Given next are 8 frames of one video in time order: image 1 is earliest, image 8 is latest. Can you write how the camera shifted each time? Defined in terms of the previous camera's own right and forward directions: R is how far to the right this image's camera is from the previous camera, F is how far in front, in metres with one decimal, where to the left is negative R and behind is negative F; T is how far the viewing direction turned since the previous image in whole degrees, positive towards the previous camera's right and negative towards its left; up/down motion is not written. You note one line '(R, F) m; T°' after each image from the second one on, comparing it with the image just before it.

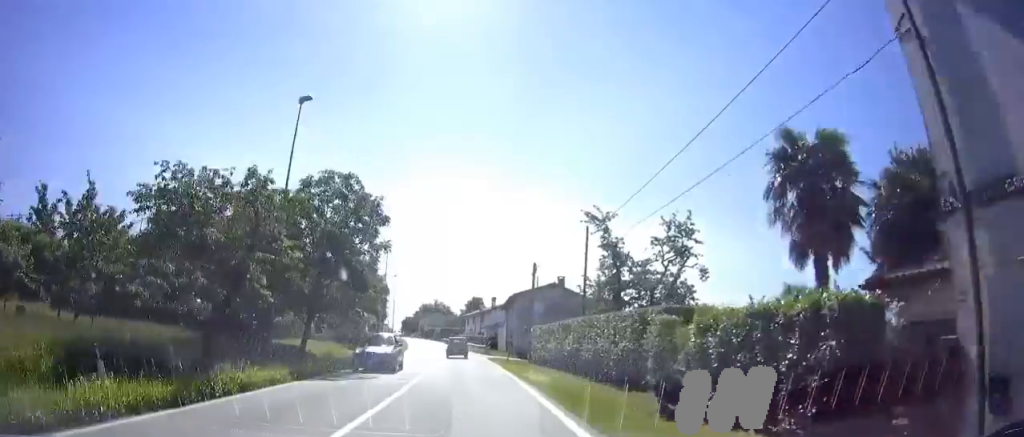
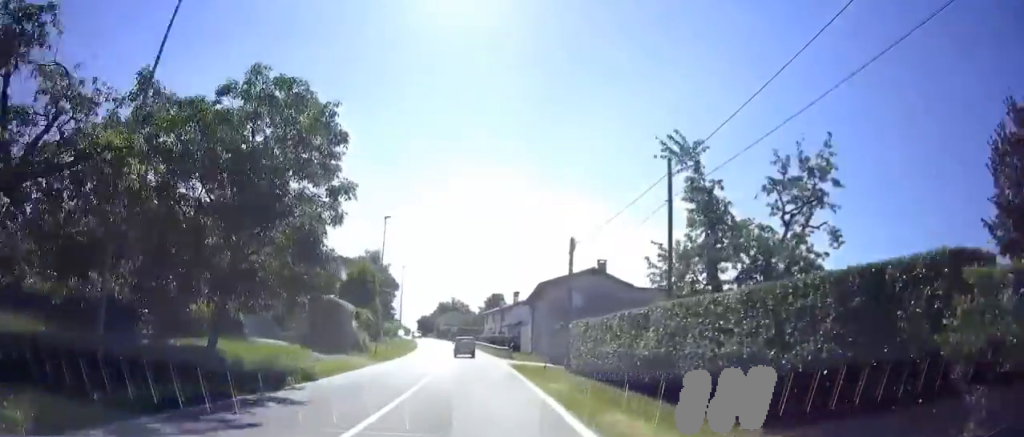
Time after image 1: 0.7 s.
(-0.5, +9.7) m; -3°
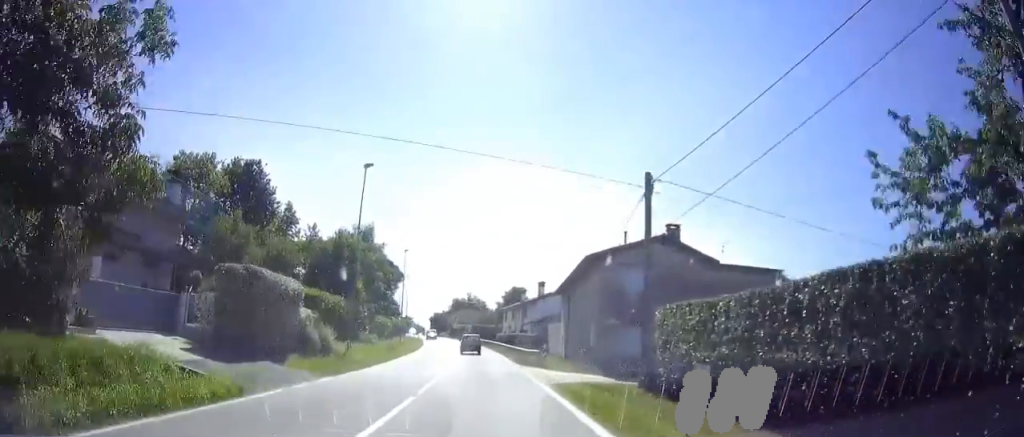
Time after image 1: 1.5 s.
(0.0, +11.8) m; 0°
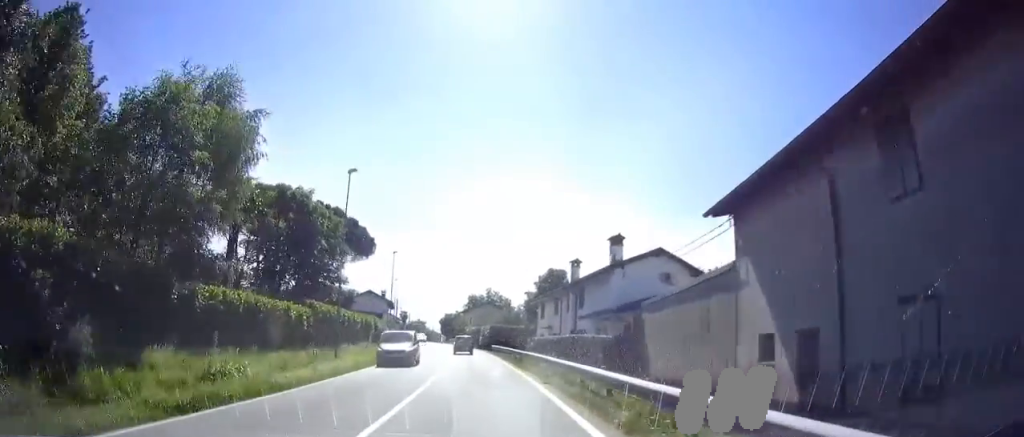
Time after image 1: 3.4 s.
(0.0, +28.9) m; 0°
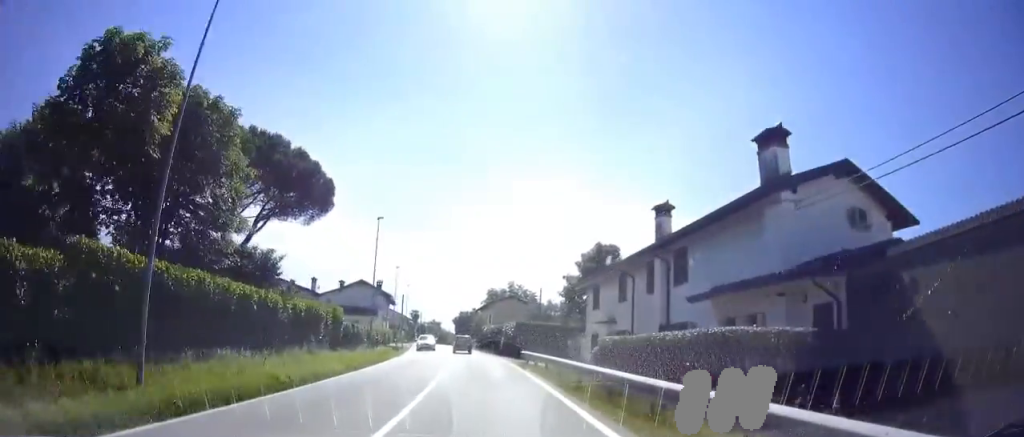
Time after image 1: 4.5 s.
(0.0, +17.2) m; 0°
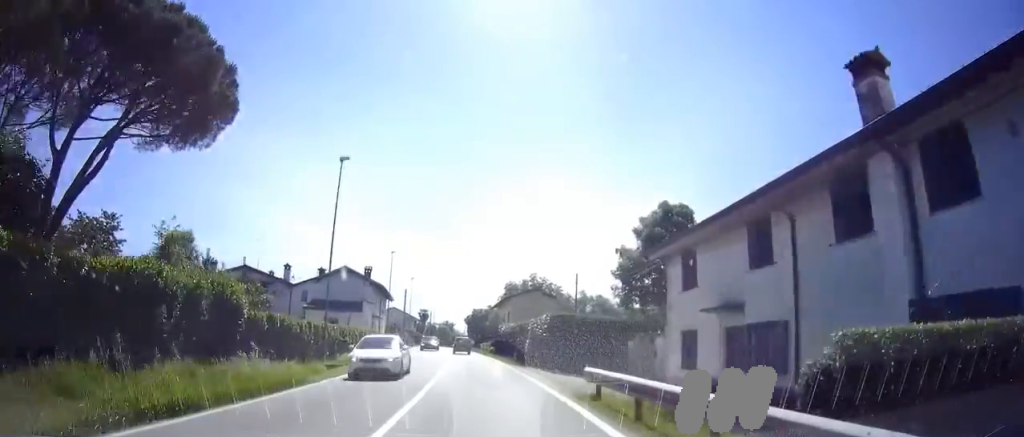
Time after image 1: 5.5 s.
(0.0, +14.3) m; 0°
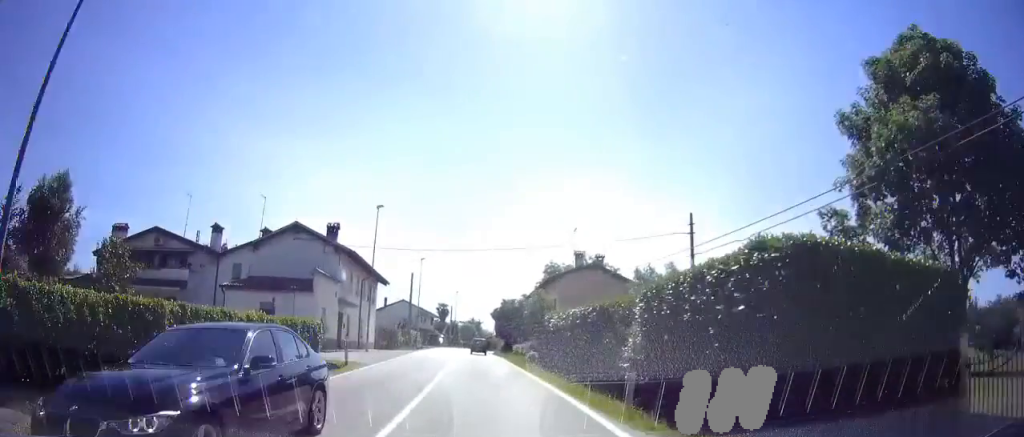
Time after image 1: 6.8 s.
(0.0, +20.5) m; 0°
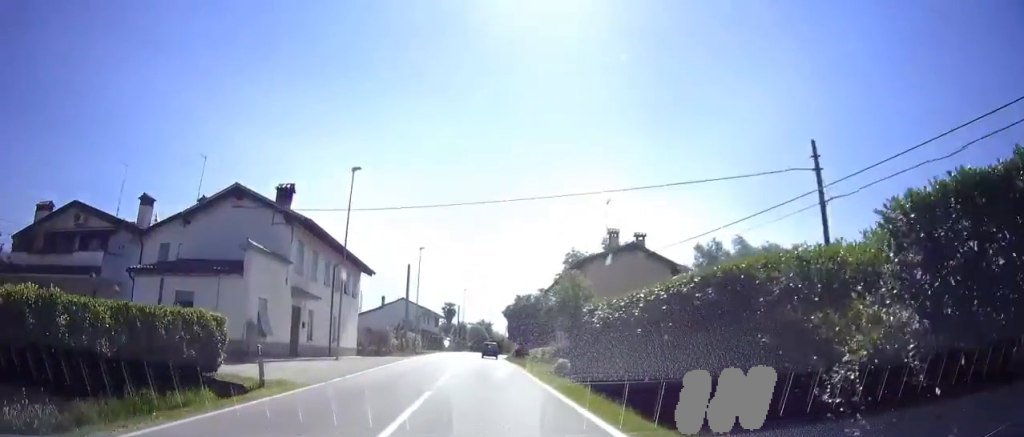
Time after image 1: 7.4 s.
(0.0, +9.8) m; 0°
